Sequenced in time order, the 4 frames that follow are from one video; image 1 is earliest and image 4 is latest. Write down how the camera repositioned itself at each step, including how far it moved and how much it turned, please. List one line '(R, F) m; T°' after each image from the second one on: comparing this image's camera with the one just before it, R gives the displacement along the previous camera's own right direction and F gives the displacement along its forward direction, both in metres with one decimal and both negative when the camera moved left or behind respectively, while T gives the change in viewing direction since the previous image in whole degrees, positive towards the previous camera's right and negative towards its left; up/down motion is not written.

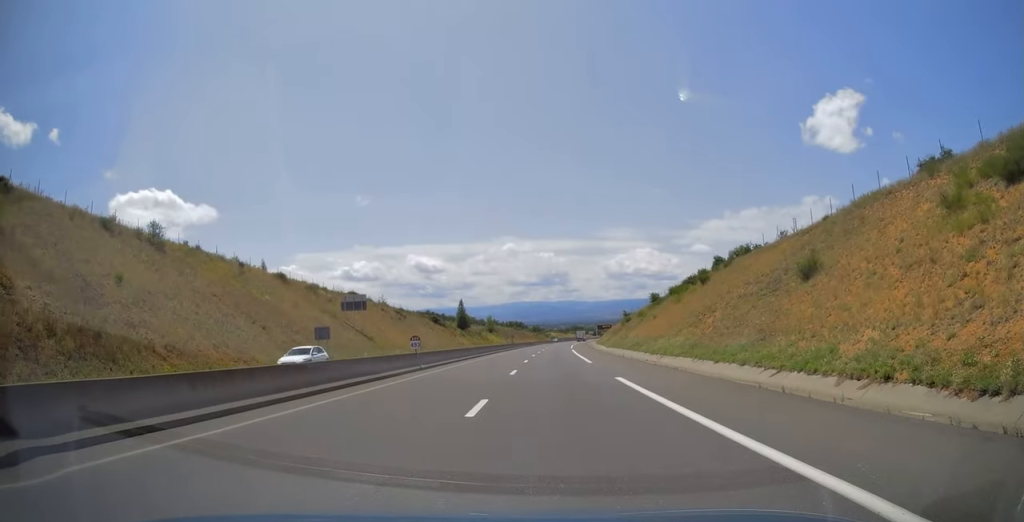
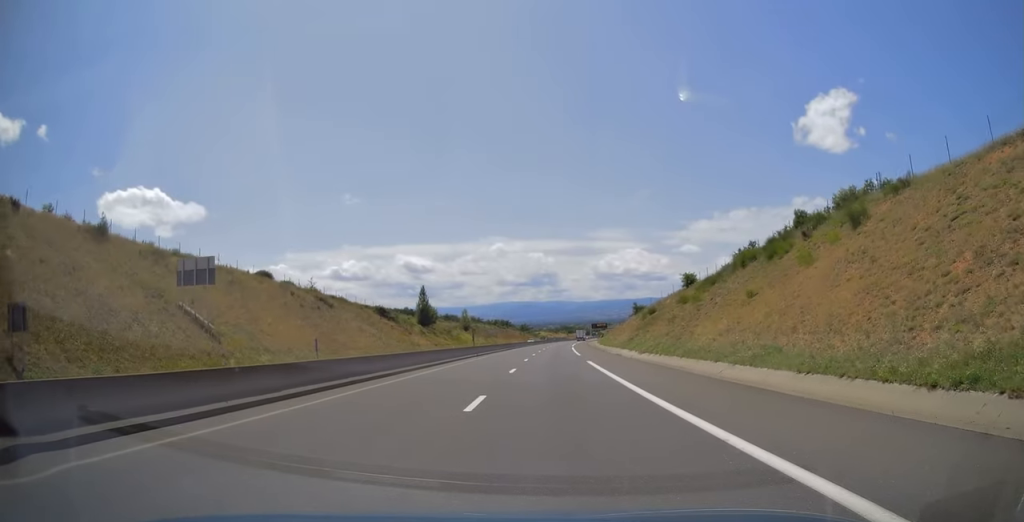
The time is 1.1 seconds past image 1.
(+0.1, +38.2) m; +1°
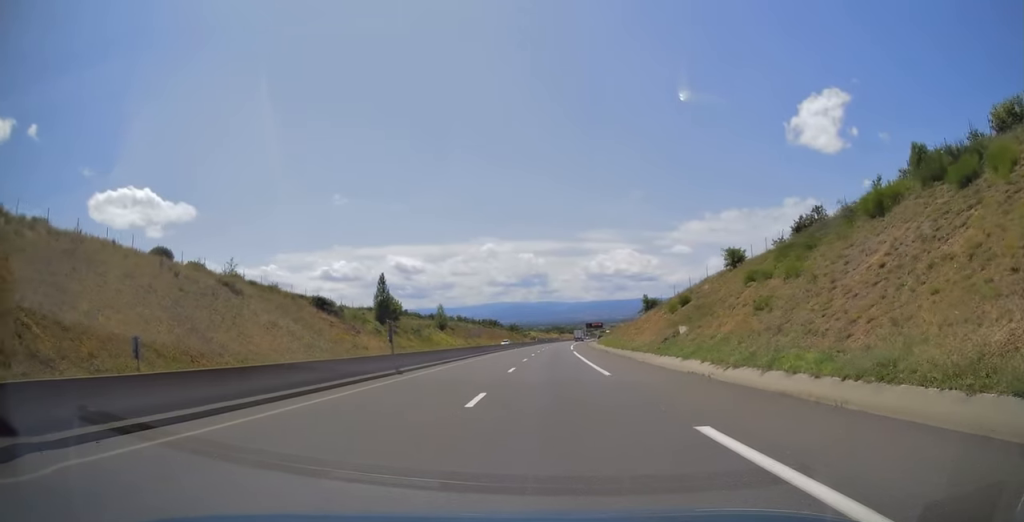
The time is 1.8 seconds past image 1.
(+0.4, +25.3) m; +1°
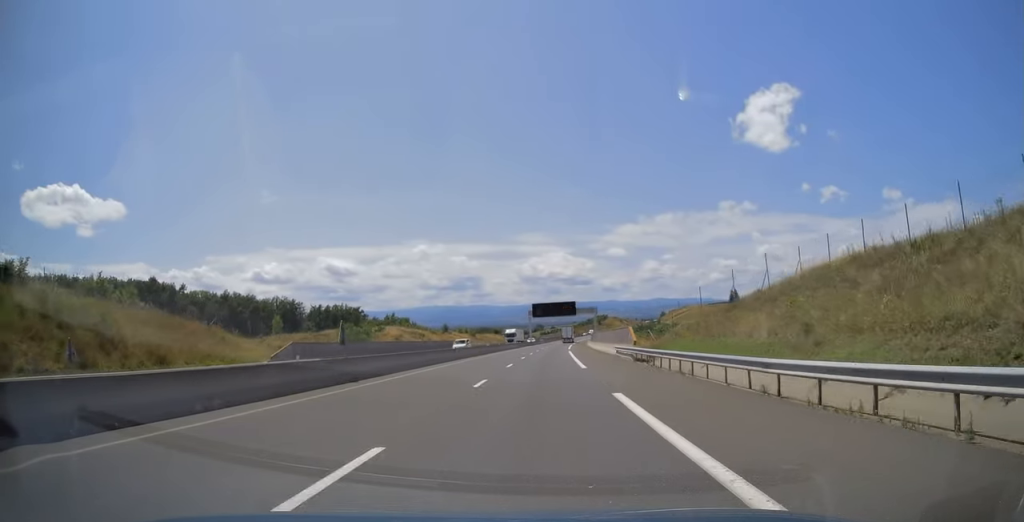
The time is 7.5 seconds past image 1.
(+11.3, +201.8) m; +6°
